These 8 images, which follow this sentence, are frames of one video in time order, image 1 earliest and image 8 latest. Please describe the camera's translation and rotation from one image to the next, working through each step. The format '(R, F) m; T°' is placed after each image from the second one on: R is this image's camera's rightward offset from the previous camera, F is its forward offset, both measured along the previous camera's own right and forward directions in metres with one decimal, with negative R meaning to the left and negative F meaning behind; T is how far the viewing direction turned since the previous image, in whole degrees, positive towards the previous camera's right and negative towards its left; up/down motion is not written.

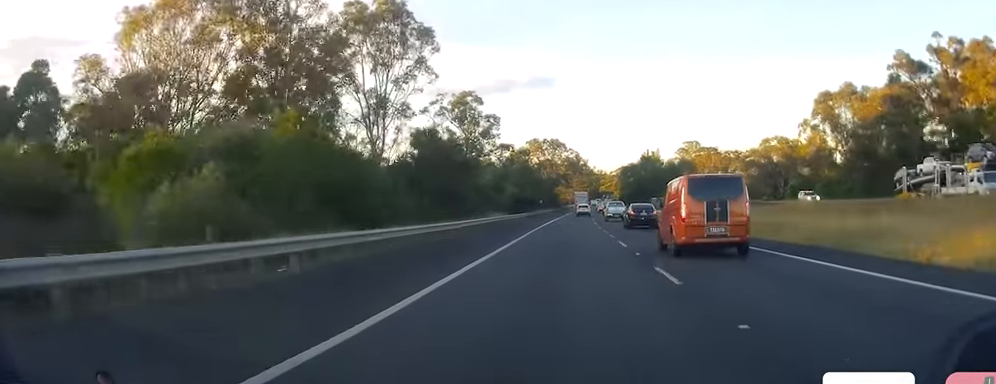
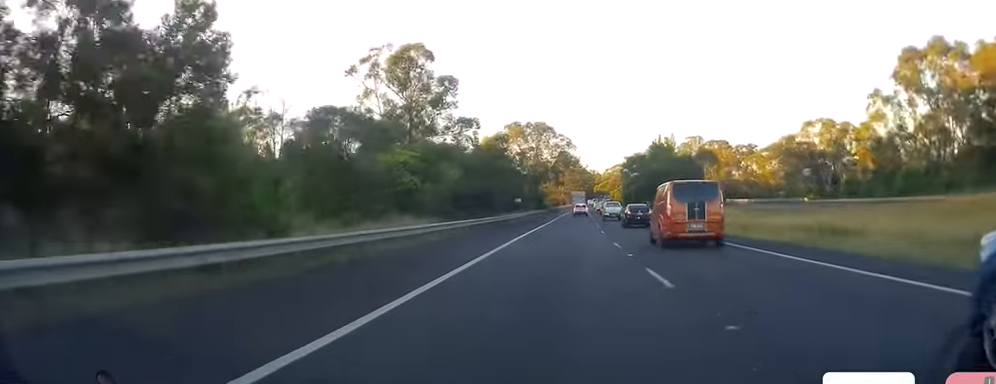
(+0.7, +37.1) m; +1°
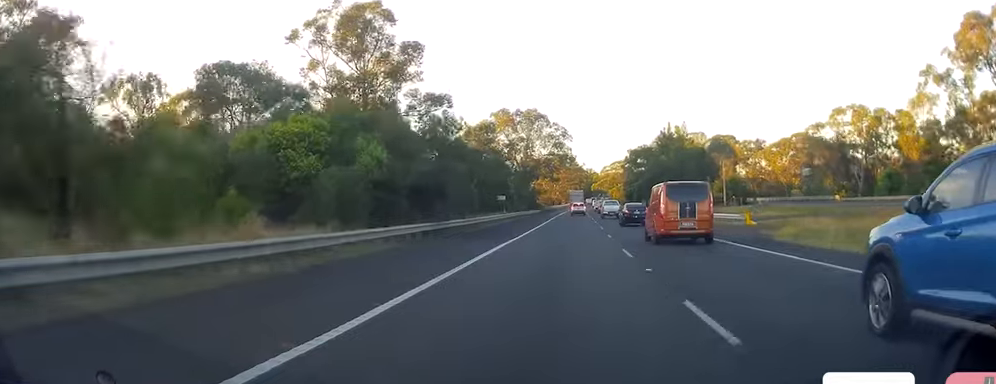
(-0.1, +17.5) m; 0°
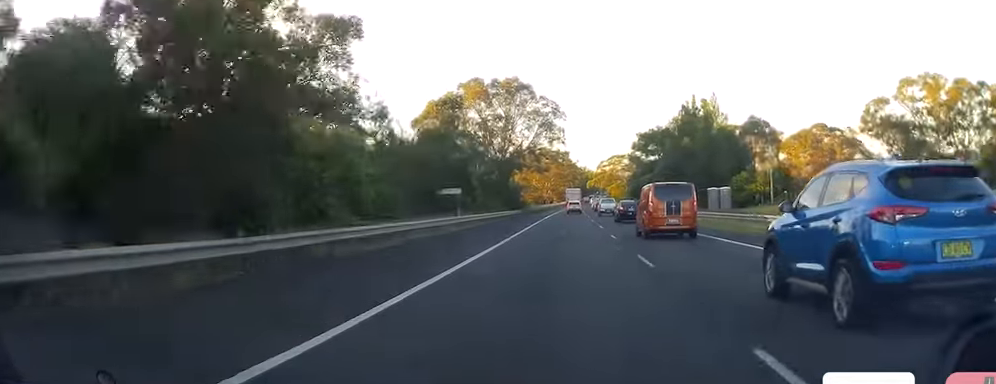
(0.0, +28.0) m; +1°
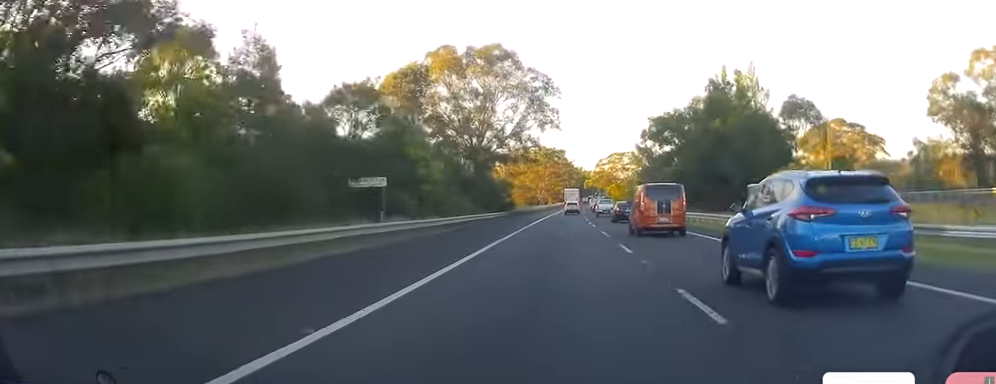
(+0.4, +19.2) m; 0°
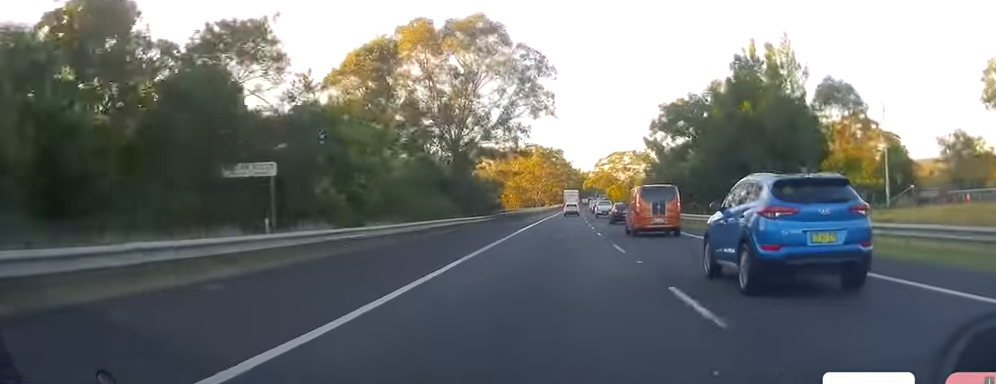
(0.0, +11.5) m; 0°
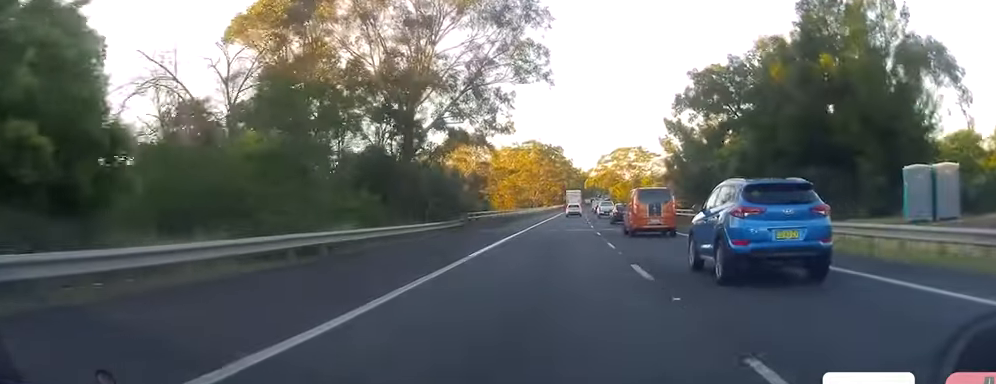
(-0.2, +17.4) m; 0°
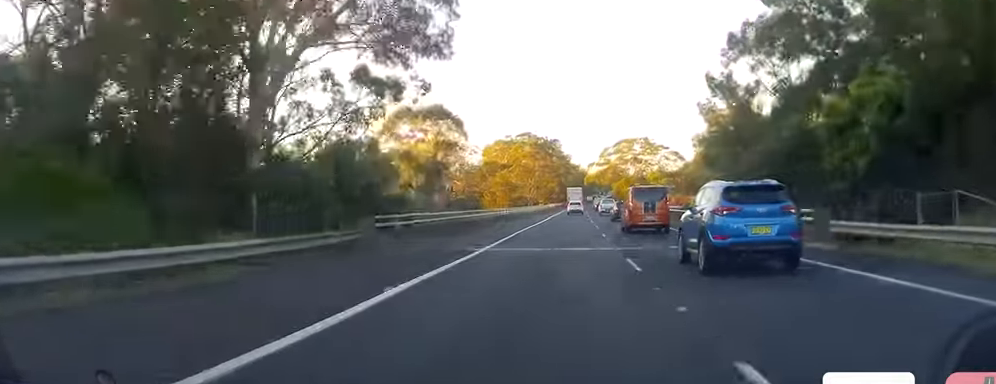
(0.0, +20.2) m; 0°
